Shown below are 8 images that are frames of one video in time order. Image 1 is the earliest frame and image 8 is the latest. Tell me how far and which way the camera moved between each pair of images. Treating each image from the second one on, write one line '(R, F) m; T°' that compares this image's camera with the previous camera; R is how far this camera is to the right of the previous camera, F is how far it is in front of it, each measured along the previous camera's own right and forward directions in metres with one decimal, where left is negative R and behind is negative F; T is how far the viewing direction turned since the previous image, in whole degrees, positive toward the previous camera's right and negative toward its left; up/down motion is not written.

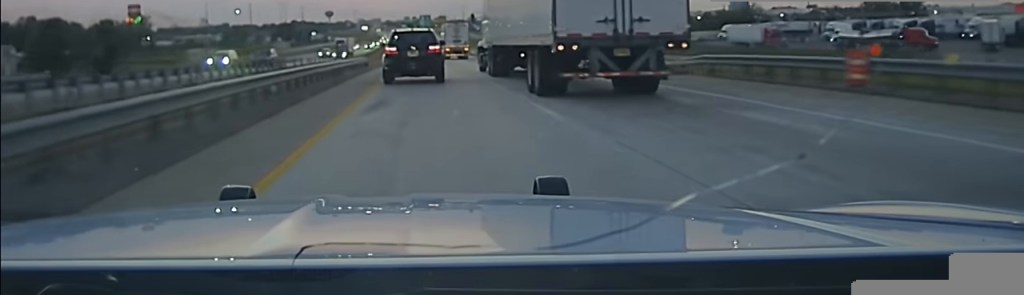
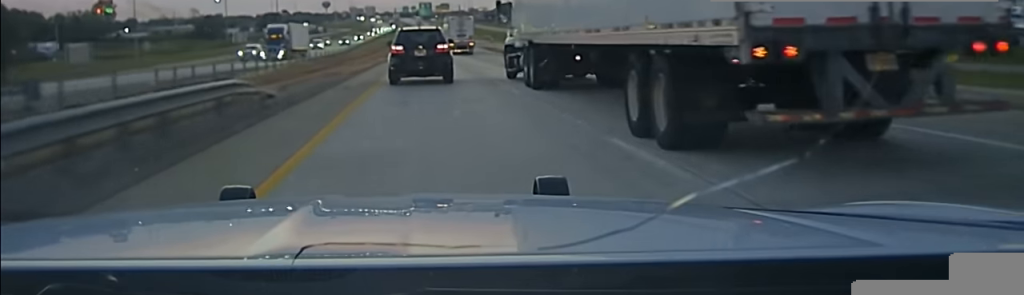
(0.0, +44.0) m; 0°
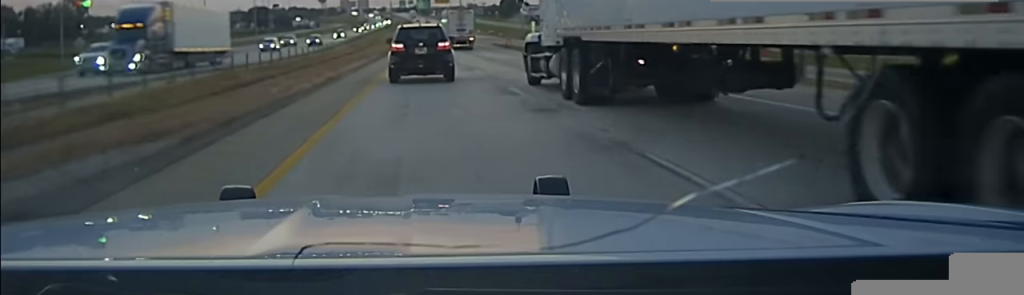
(0.0, +24.5) m; 0°
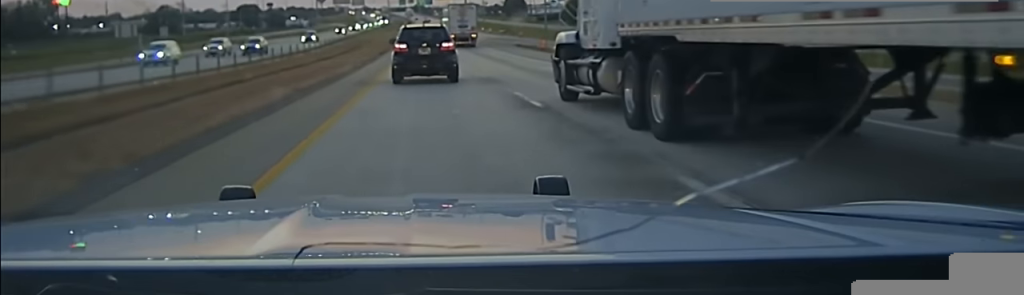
(0.0, +25.4) m; 0°
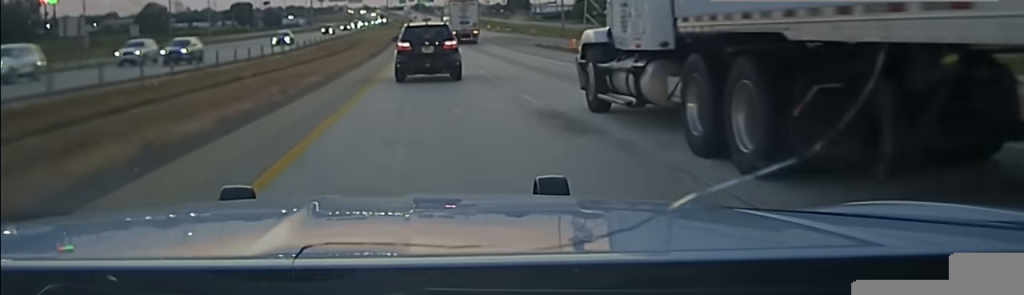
(+0.1, +13.2) m; 0°
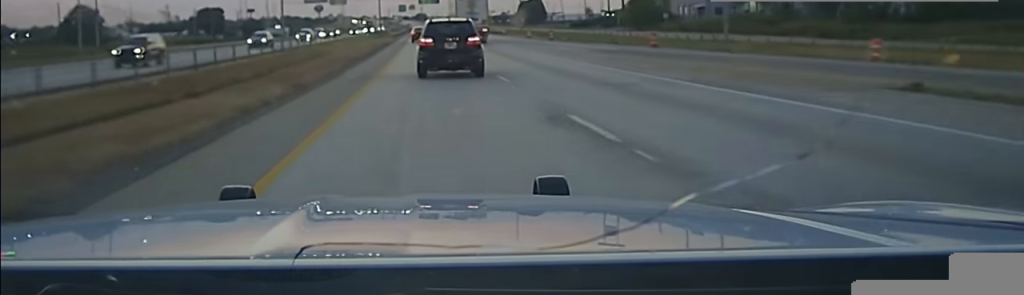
(-0.5, +51.4) m; 0°
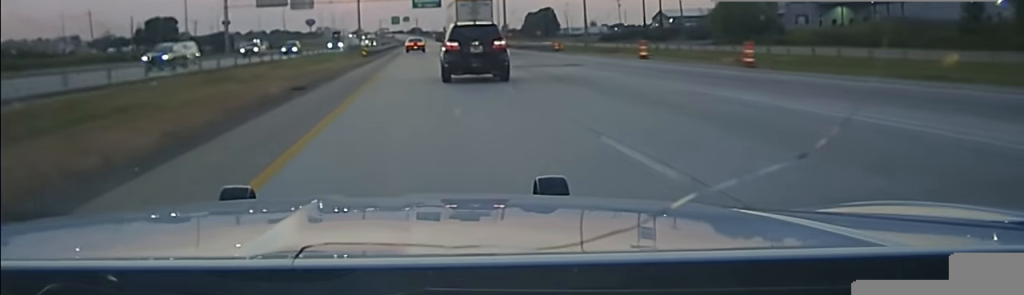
(+0.7, +46.8) m; +1°
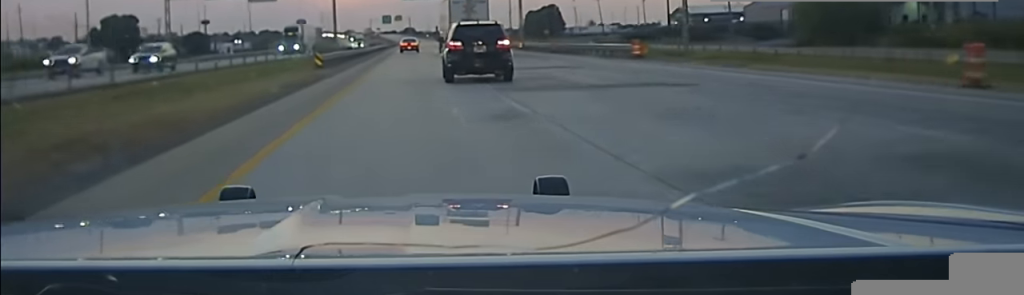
(+0.1, +31.3) m; 0°
